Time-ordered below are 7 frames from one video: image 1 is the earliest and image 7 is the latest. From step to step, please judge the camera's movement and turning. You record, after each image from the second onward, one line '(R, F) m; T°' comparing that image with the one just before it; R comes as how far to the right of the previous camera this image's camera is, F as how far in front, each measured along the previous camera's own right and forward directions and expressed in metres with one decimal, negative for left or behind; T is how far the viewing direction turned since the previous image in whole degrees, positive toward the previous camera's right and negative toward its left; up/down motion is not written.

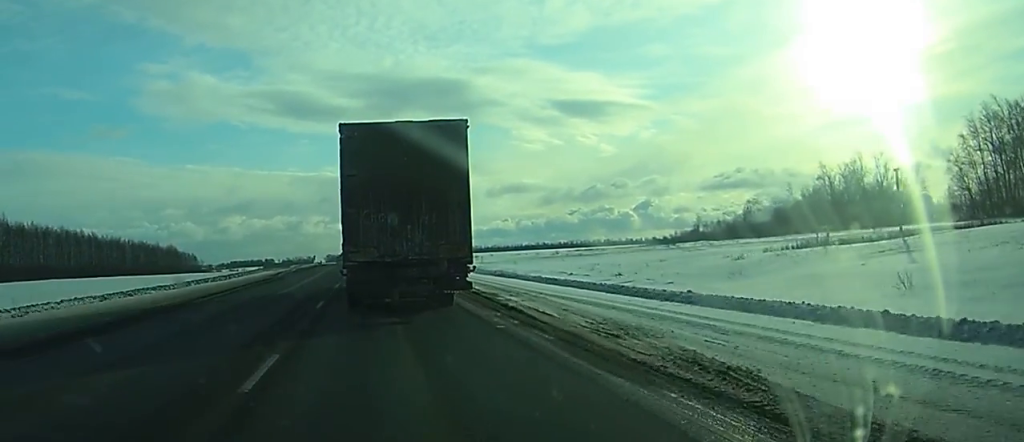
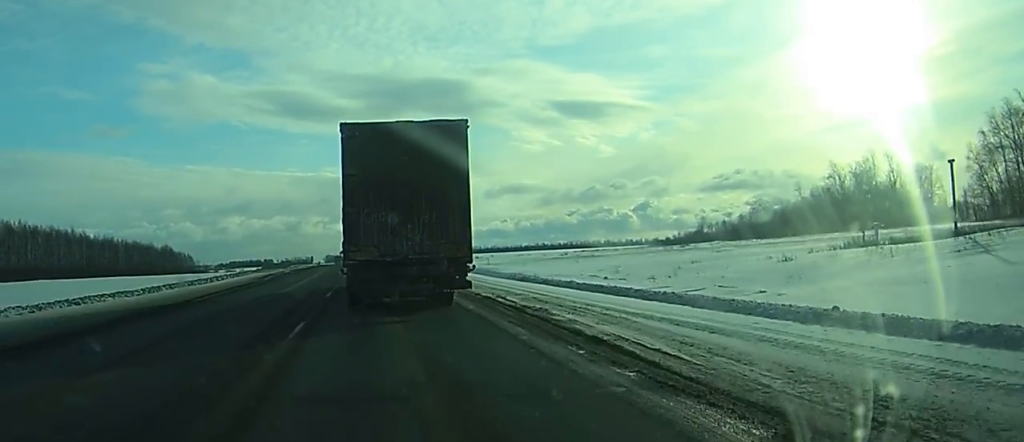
(0.0, +6.7) m; 0°
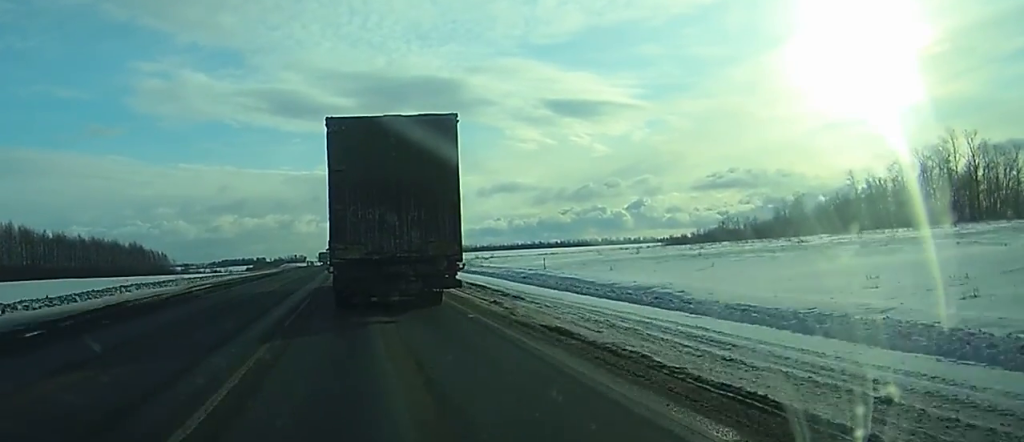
(+0.2, +36.0) m; +1°
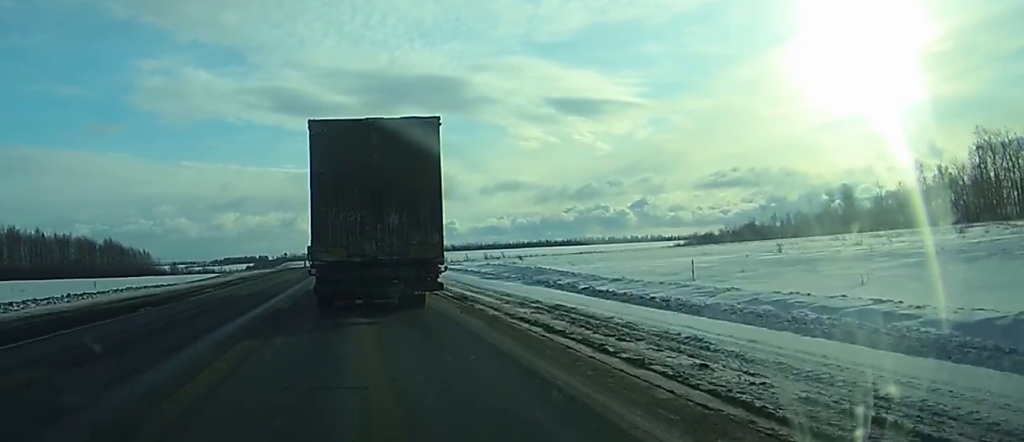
(0.0, +32.7) m; -1°
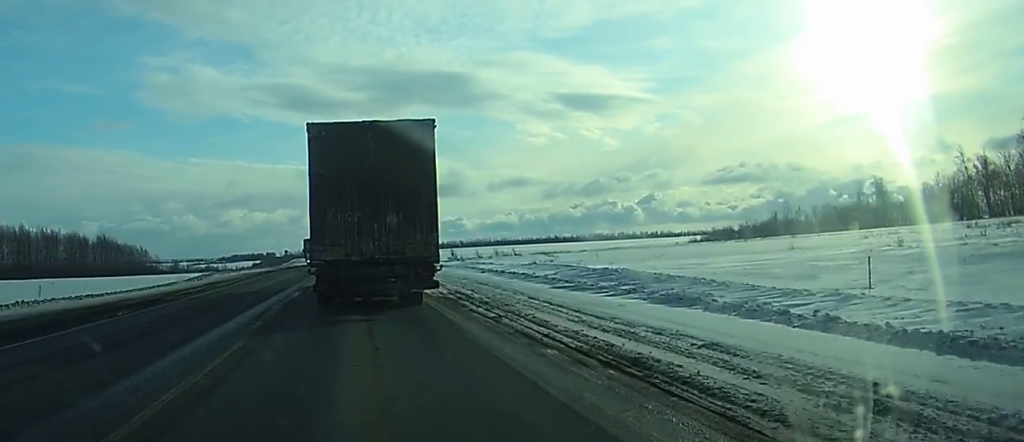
(-0.1, +14.8) m; -1°
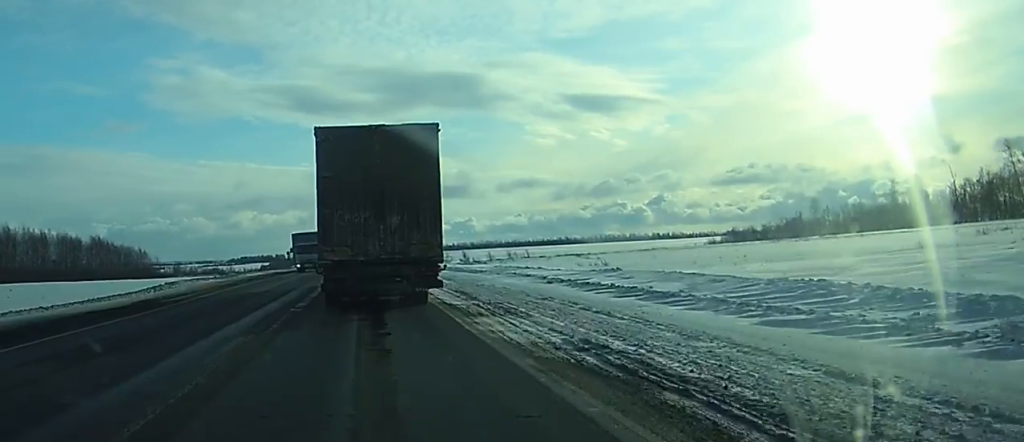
(-0.1, +14.5) m; -1°
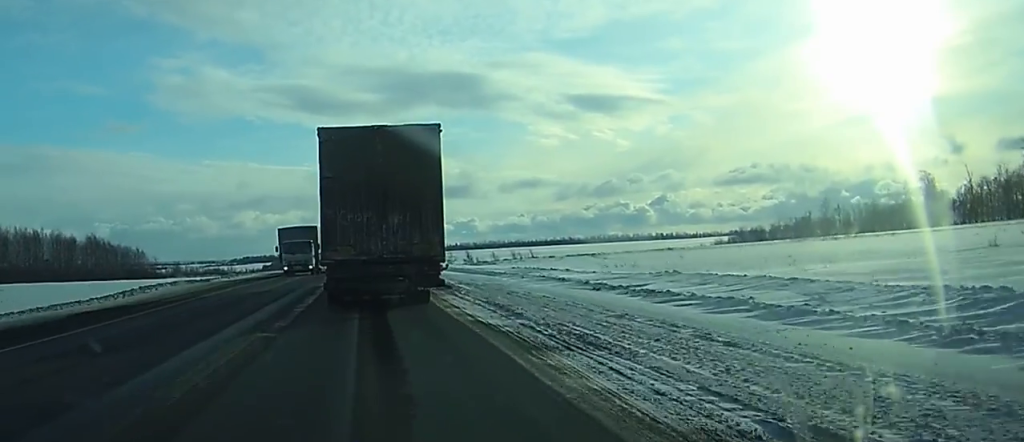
(0.0, +6.1) m; 0°
